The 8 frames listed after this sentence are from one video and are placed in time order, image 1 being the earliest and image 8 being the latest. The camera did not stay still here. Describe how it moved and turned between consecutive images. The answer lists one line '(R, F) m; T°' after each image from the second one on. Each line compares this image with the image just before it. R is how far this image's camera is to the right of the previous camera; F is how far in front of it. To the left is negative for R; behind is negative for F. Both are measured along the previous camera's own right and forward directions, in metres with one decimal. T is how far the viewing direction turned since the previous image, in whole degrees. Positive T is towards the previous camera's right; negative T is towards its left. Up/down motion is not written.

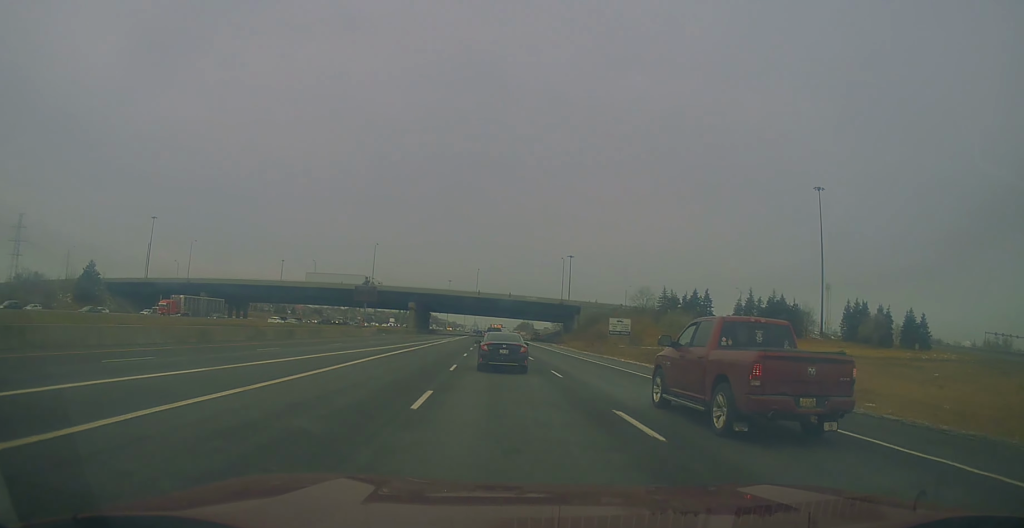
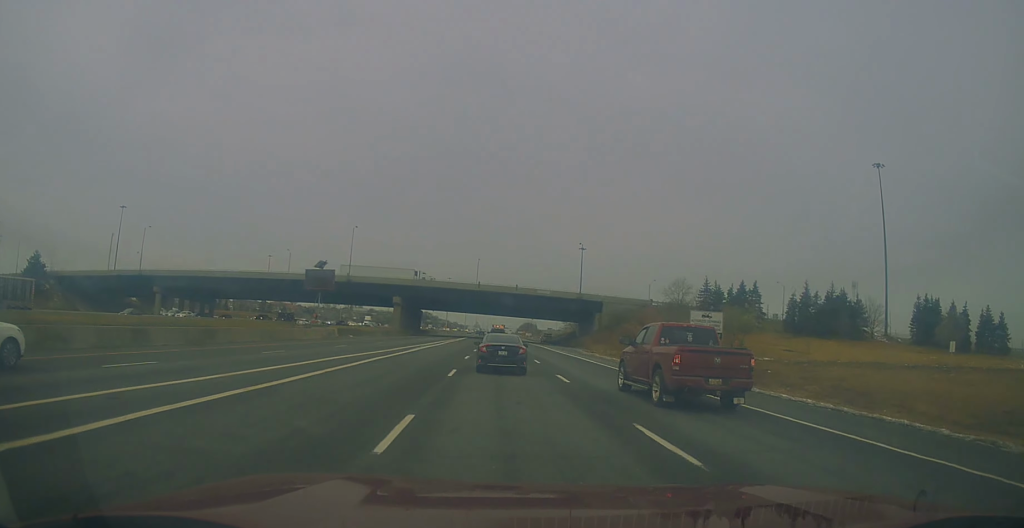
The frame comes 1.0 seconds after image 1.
(-0.1, +24.4) m; -1°
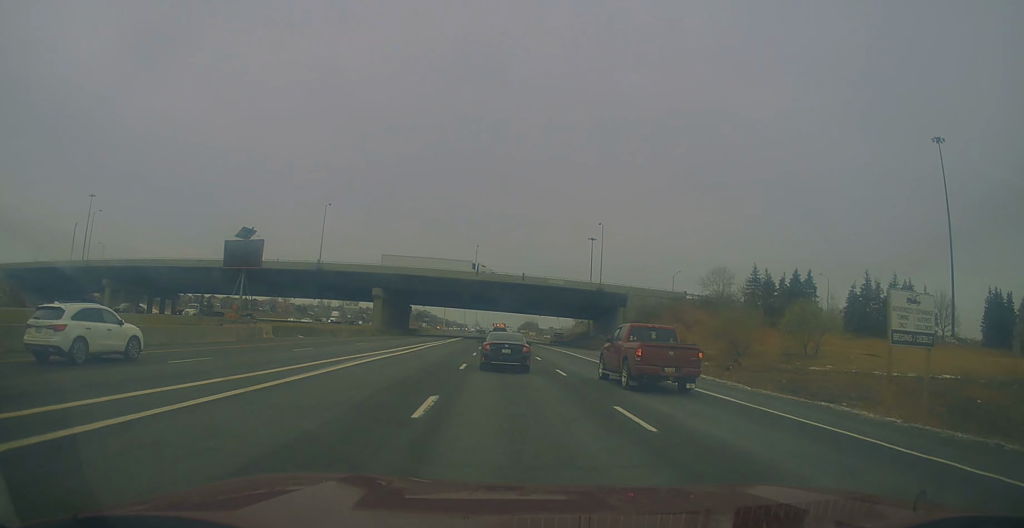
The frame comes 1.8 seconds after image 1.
(-0.2, +20.3) m; 0°
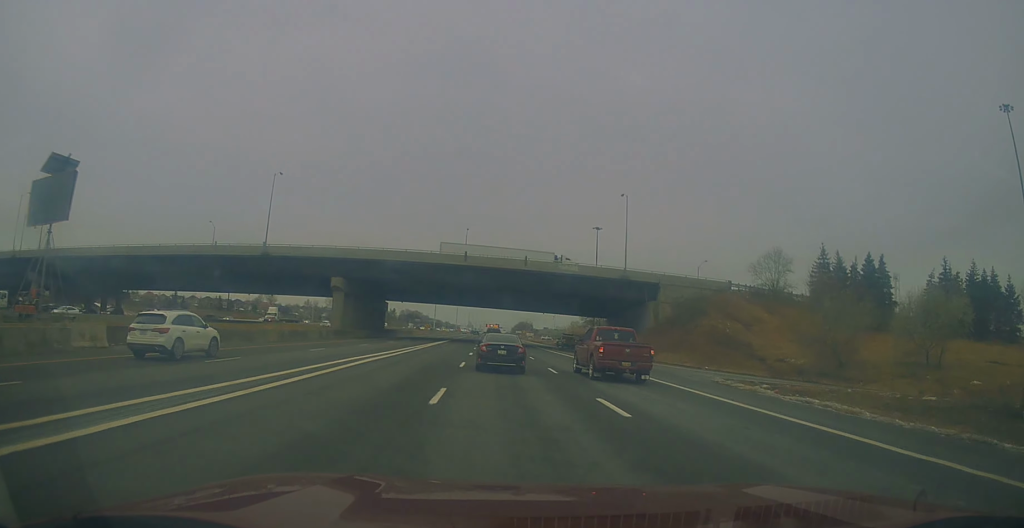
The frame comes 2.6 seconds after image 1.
(+0.1, +21.4) m; 0°
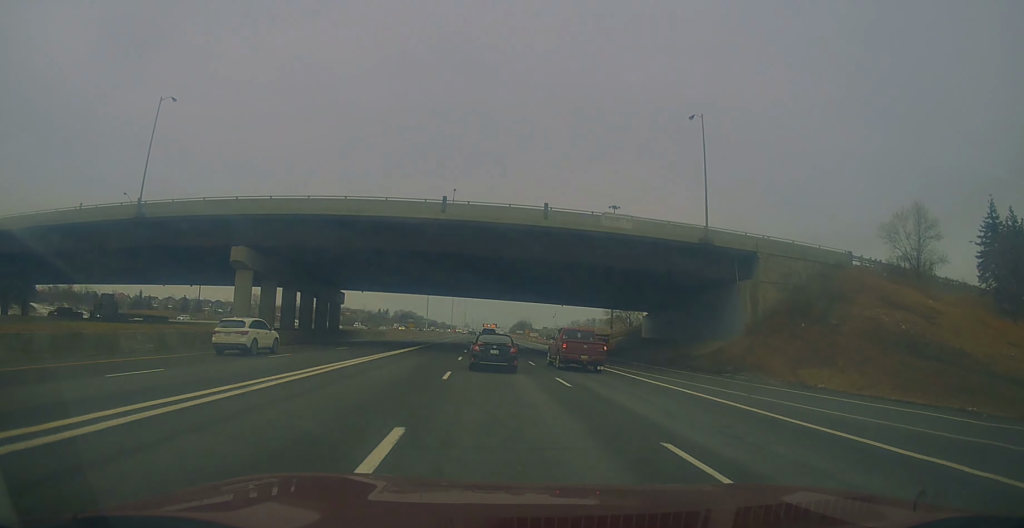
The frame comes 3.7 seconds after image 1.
(0.0, +29.3) m; 0°
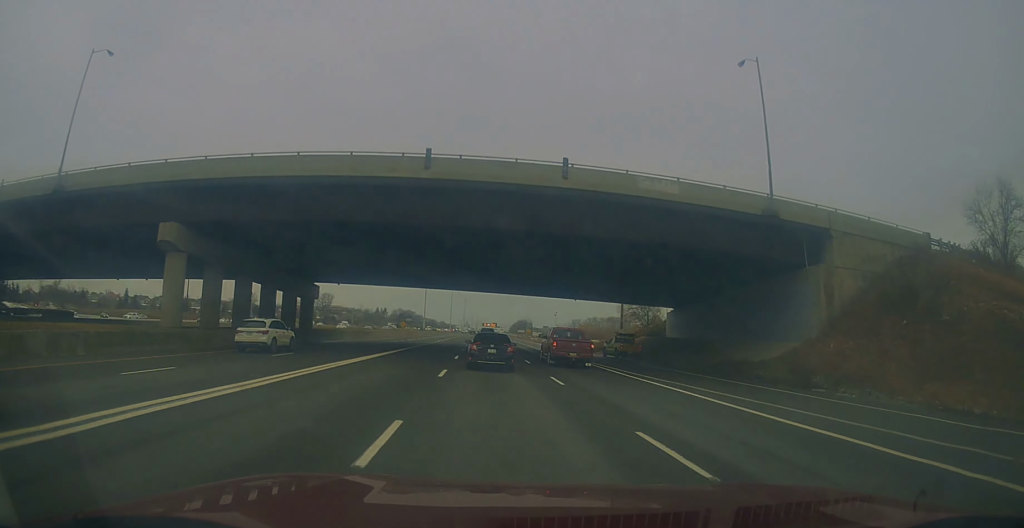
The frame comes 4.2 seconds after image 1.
(-0.2, +11.3) m; 0°
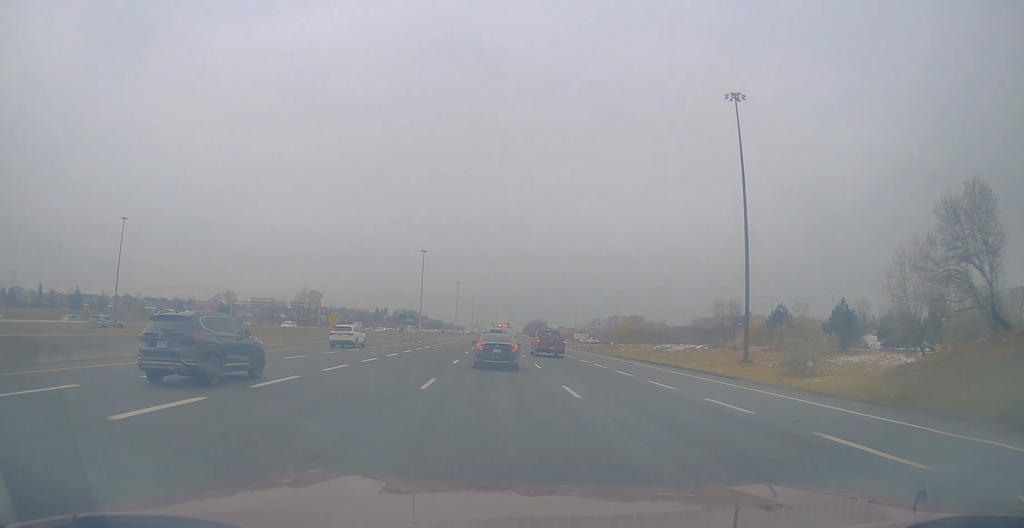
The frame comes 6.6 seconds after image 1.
(+1.3, +62.9) m; +1°
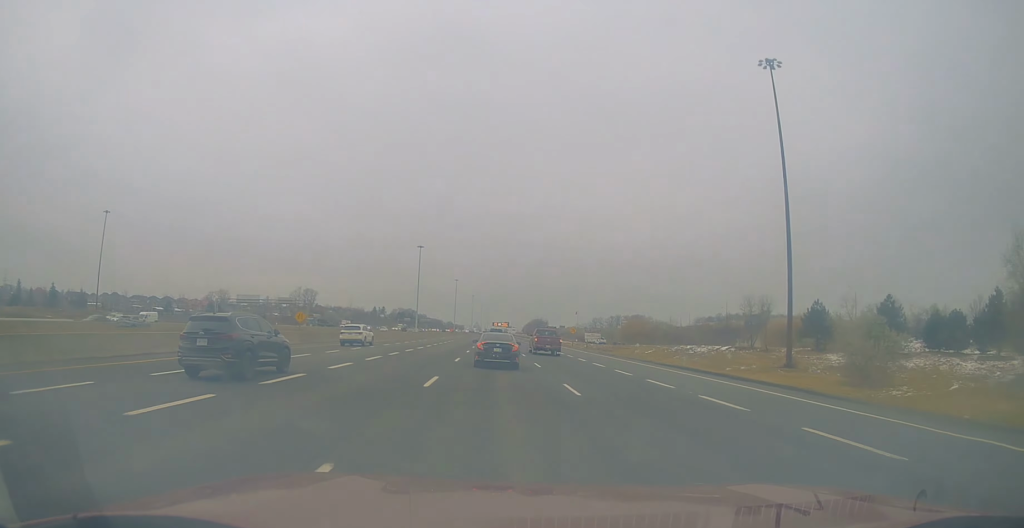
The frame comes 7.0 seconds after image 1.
(+0.1, +11.4) m; -1°
